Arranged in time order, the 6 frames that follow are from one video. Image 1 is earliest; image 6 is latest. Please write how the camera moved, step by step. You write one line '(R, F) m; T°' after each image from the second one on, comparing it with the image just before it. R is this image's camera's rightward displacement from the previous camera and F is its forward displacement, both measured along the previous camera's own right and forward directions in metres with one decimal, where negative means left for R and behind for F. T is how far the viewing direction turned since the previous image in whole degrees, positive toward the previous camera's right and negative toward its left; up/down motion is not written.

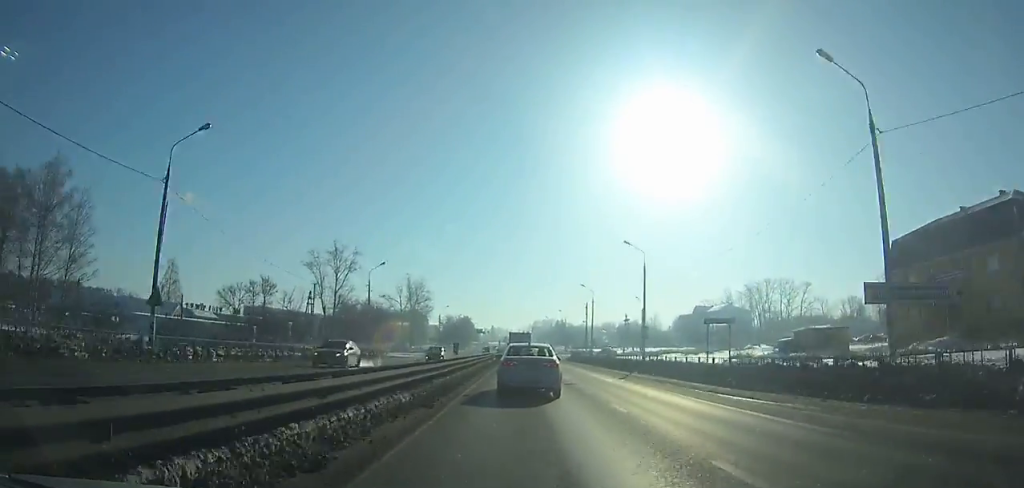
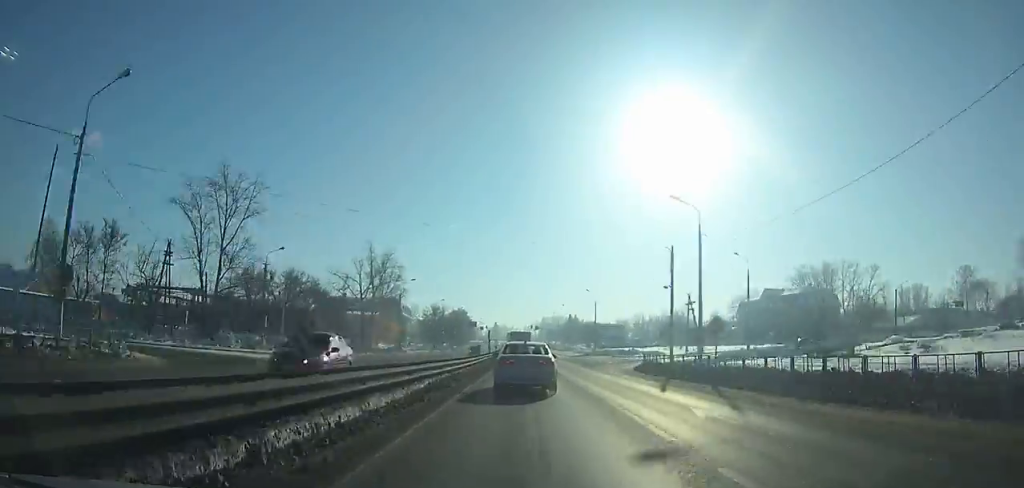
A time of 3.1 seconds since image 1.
(-0.2, +50.1) m; 0°
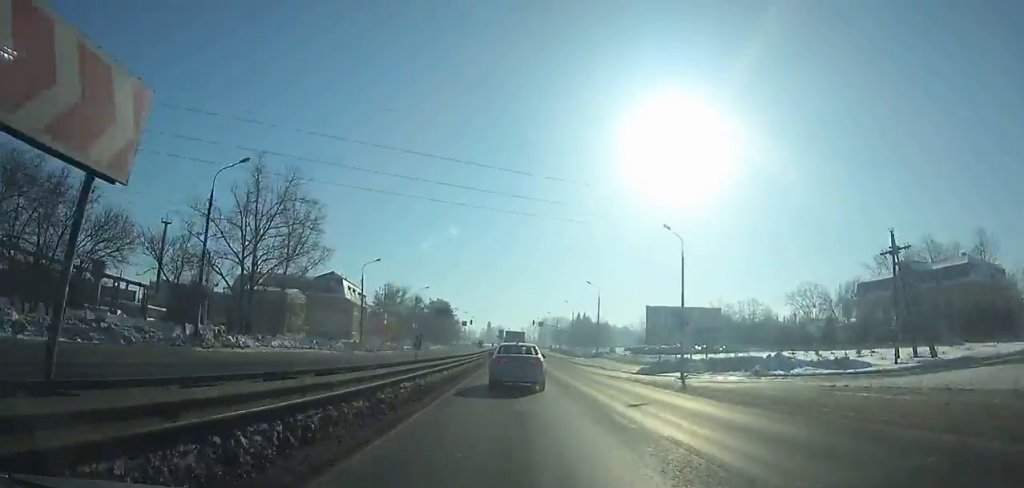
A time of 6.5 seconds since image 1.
(-0.1, +56.1) m; -1°
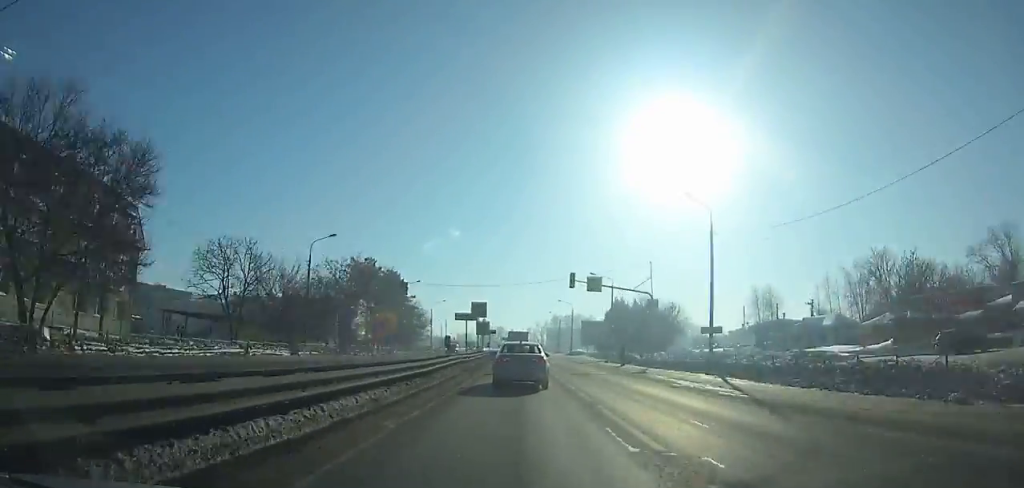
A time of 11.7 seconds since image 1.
(-0.2, +86.5) m; 0°
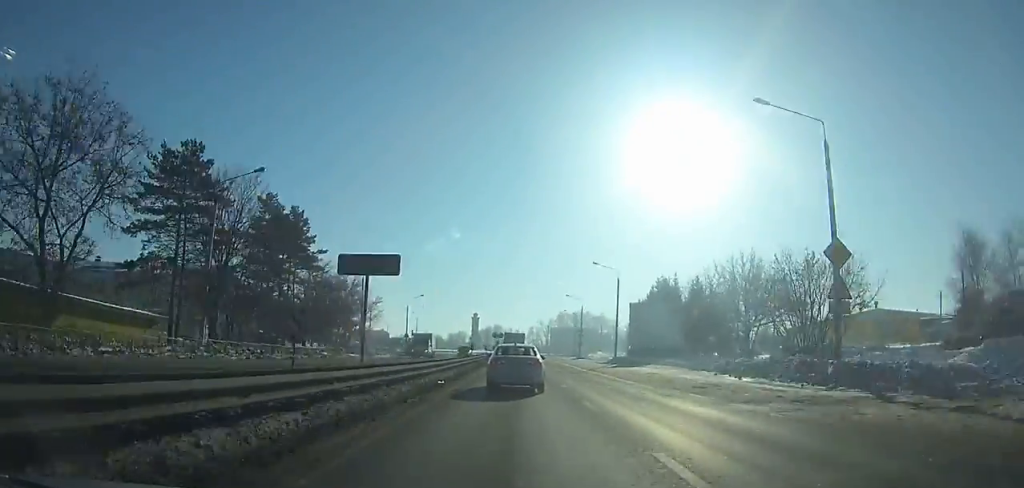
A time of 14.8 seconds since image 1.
(+0.2, +49.2) m; 0°
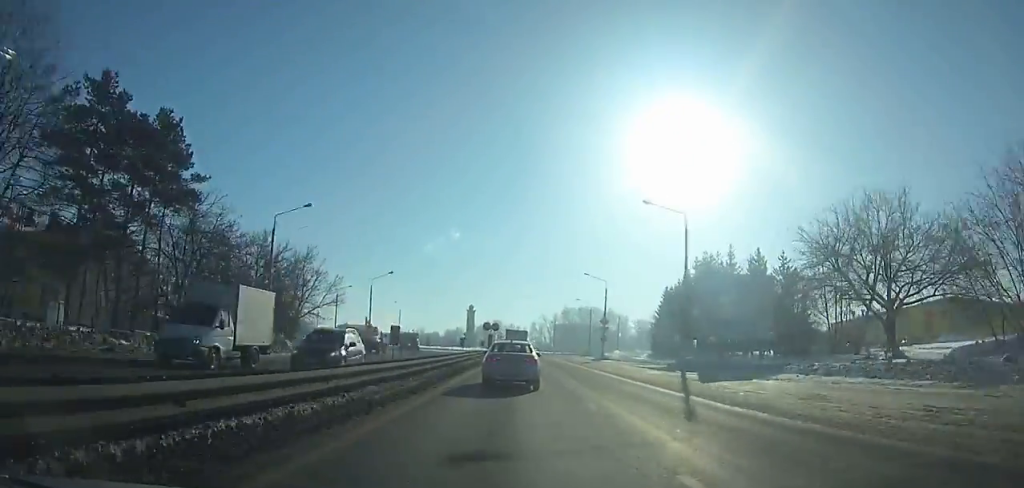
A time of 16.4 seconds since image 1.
(-0.1, +23.5) m; 0°
